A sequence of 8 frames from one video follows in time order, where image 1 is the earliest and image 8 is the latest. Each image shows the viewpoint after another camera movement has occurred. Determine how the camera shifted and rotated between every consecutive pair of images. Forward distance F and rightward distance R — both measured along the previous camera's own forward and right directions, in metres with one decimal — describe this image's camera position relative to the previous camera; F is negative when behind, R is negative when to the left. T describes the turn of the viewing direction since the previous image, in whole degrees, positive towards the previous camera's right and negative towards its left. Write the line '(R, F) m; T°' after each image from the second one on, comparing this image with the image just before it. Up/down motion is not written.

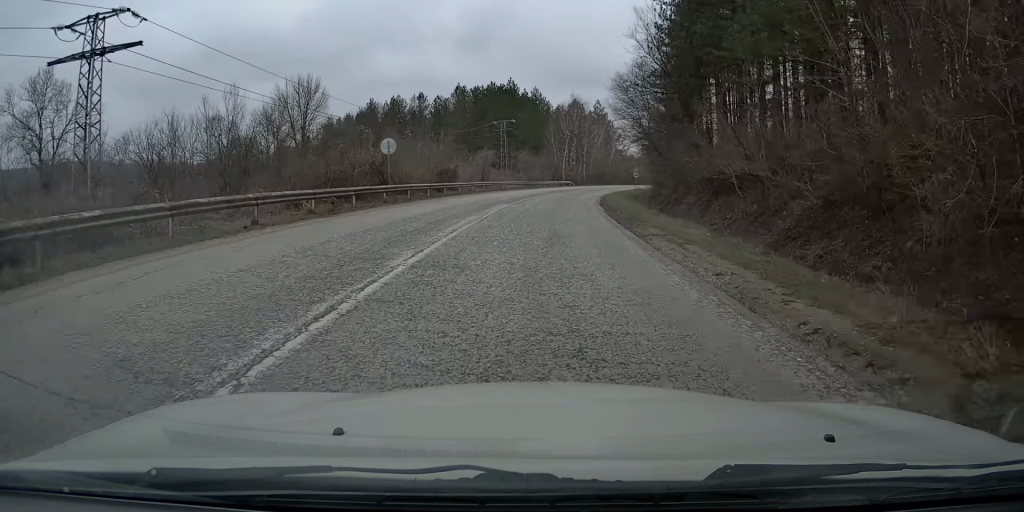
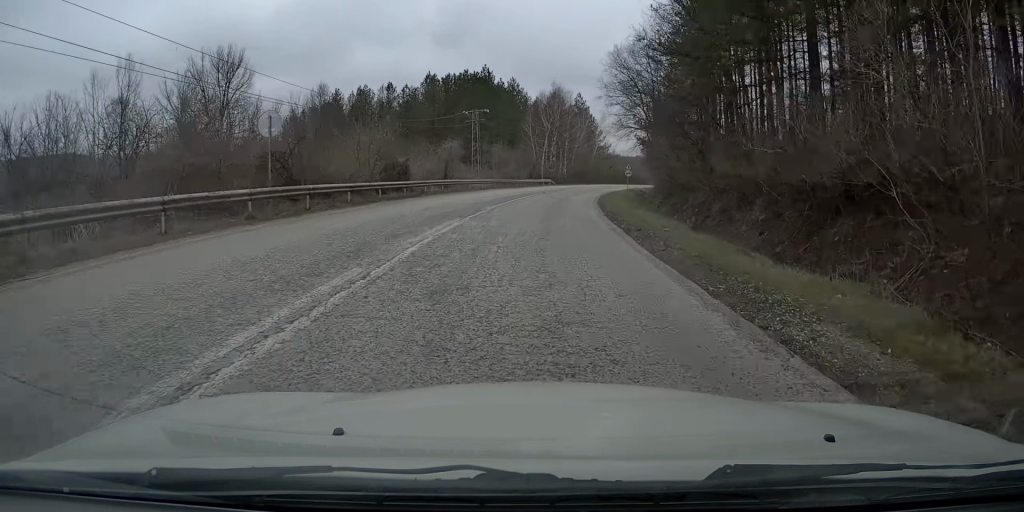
(0.0, +11.3) m; +1°
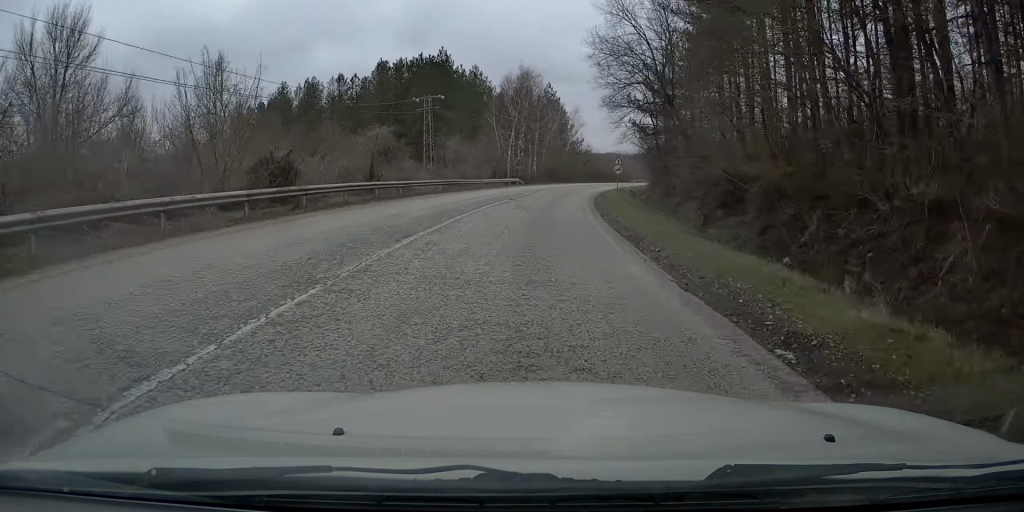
(+0.4, +14.5) m; +2°
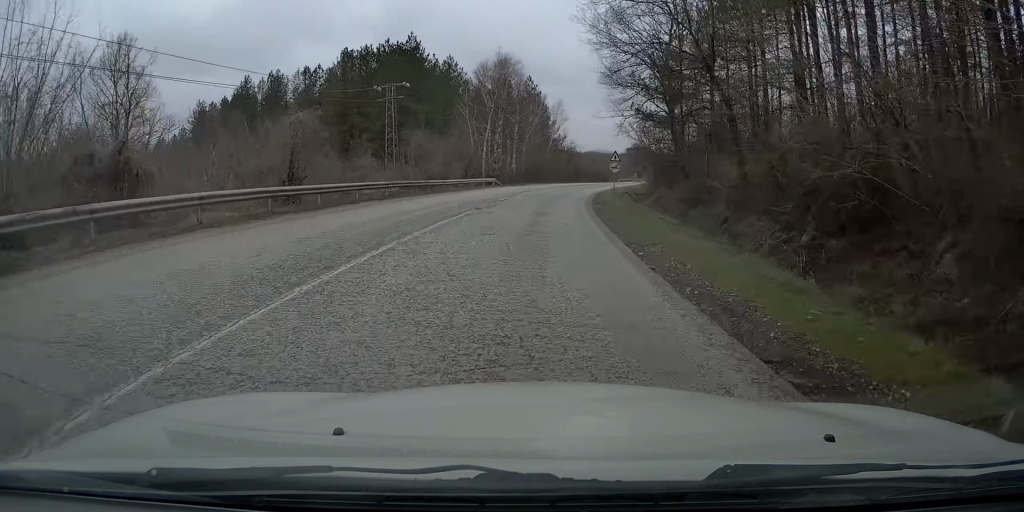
(+0.1, +9.5) m; +1°
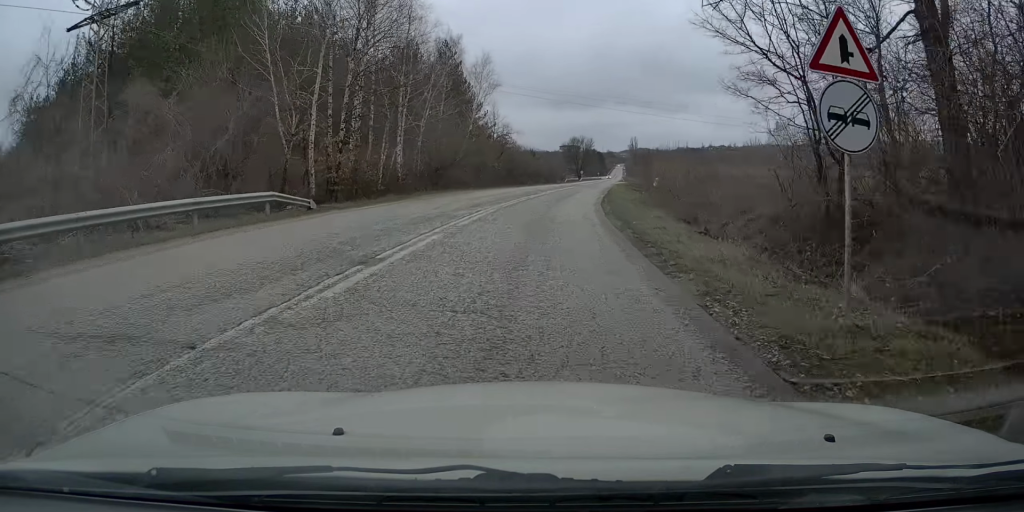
(+1.9, +37.4) m; +6°
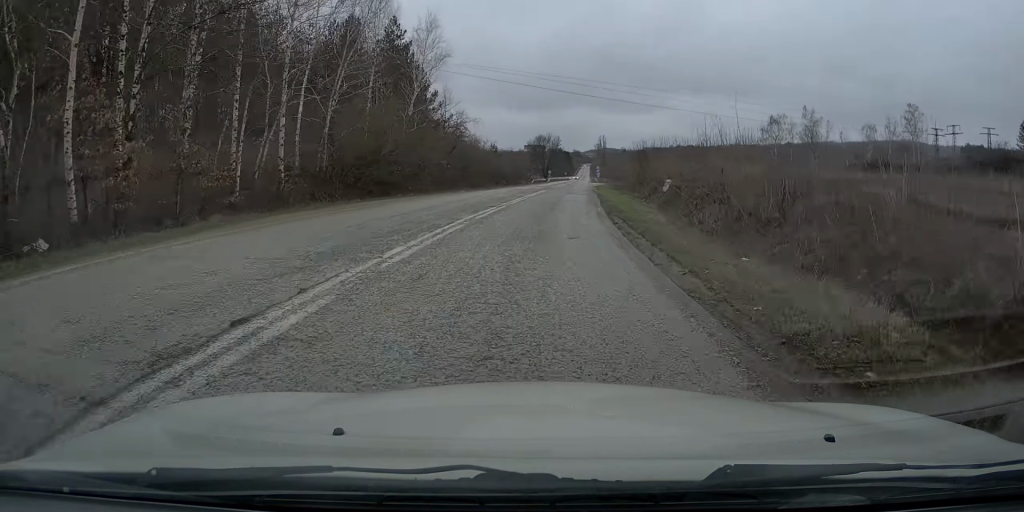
(+0.3, +15.4) m; +2°
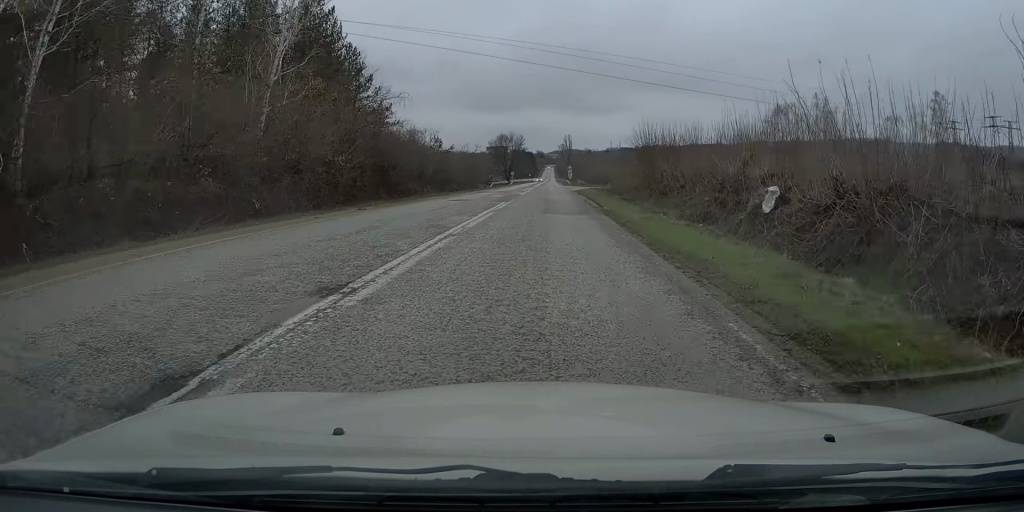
(+0.5, +20.2) m; +3°
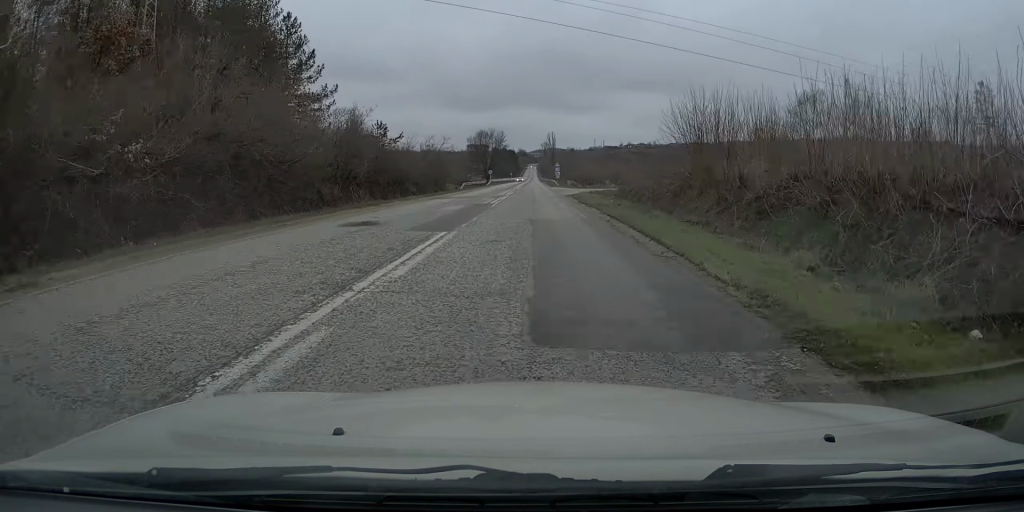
(+0.4, +16.4) m; +3°
